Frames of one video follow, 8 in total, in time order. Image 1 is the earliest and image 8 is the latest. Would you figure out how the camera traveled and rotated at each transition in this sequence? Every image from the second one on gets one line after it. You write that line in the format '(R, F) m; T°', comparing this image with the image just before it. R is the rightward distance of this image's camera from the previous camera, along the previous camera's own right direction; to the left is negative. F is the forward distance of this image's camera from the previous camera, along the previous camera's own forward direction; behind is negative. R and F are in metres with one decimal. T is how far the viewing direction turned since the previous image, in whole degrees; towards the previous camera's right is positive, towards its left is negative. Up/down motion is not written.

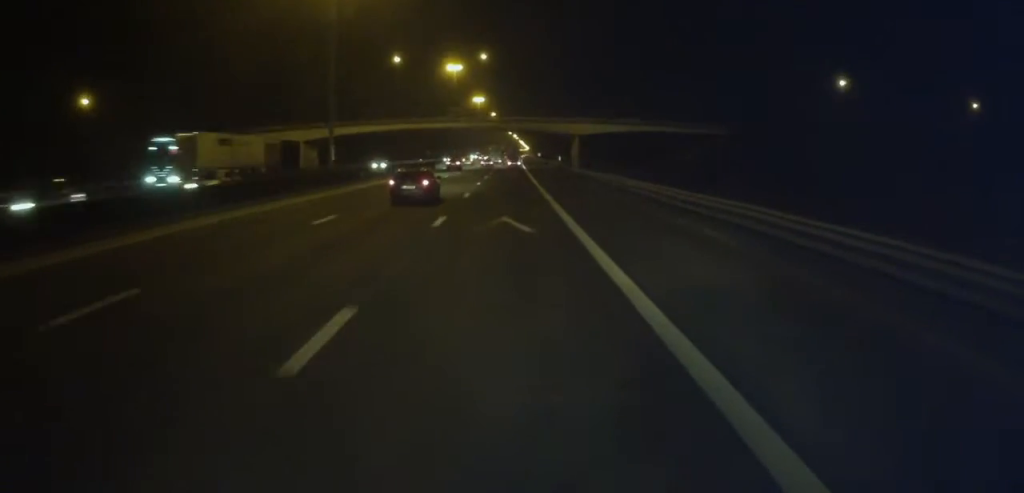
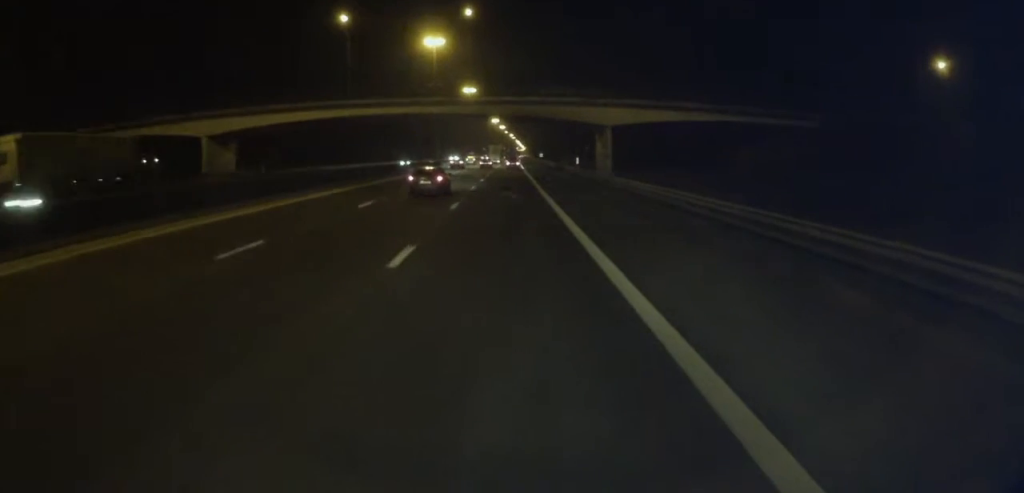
(+0.4, +31.3) m; +1°
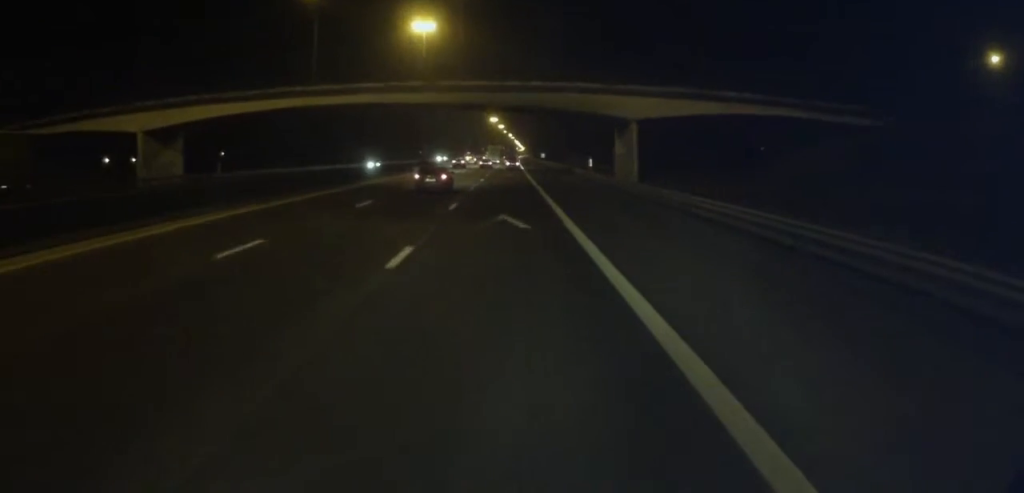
(0.0, +12.6) m; 0°
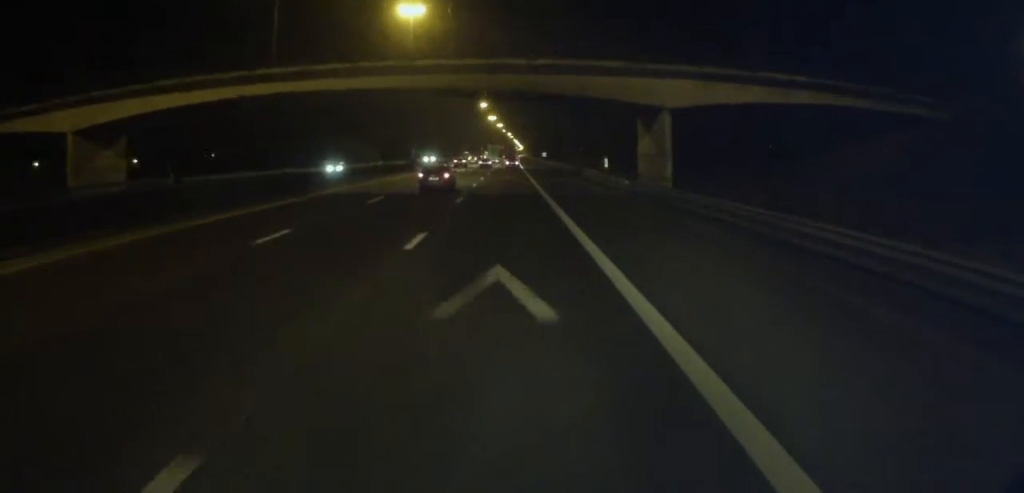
(0.0, +10.2) m; 0°
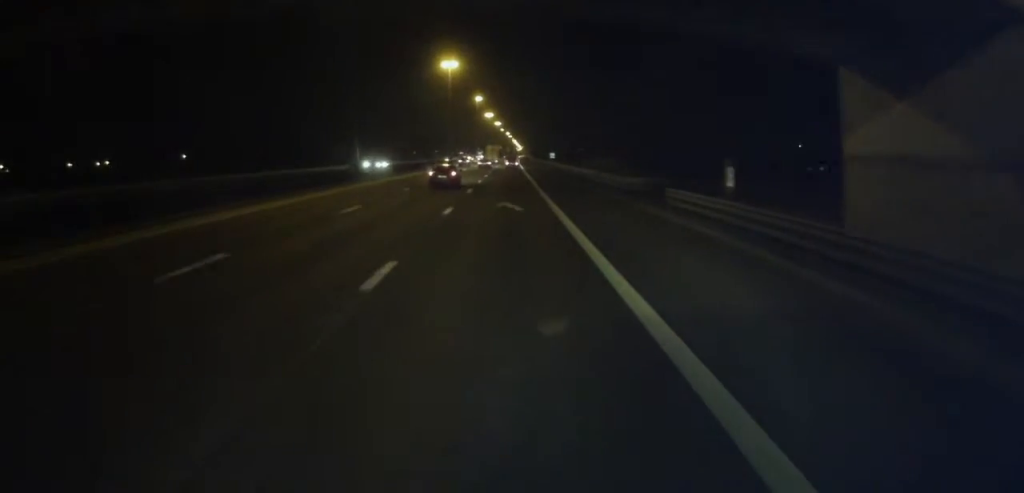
(-0.1, +29.0) m; 0°
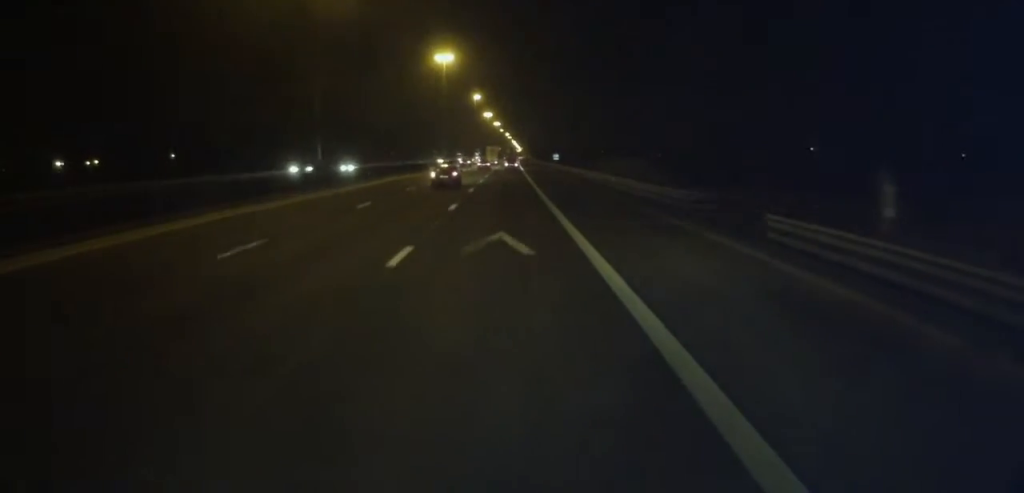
(-0.1, +10.2) m; 0°
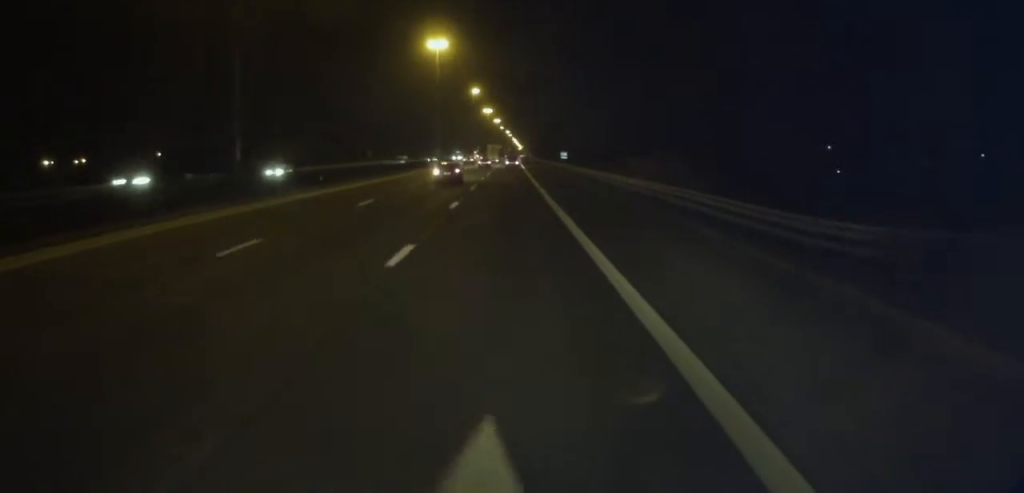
(0.0, +12.5) m; 0°
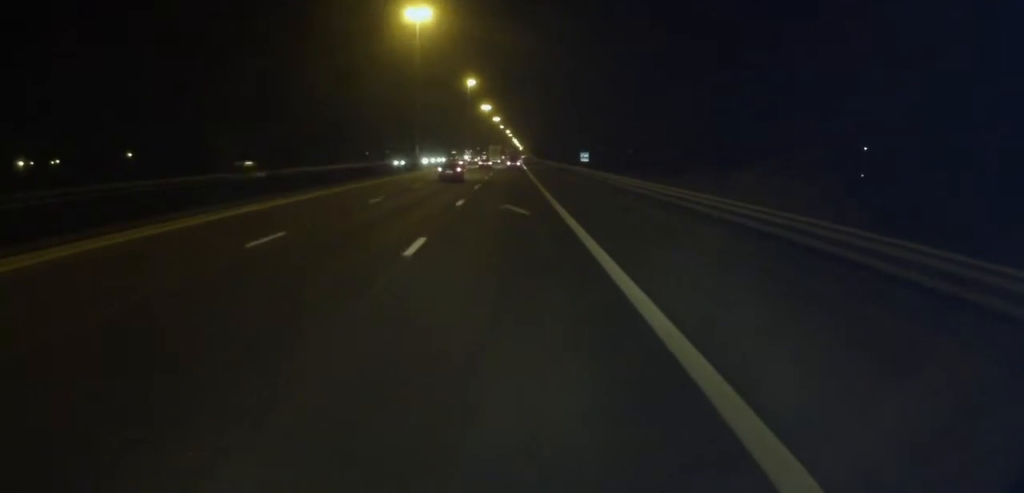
(+0.1, +23.6) m; +1°
